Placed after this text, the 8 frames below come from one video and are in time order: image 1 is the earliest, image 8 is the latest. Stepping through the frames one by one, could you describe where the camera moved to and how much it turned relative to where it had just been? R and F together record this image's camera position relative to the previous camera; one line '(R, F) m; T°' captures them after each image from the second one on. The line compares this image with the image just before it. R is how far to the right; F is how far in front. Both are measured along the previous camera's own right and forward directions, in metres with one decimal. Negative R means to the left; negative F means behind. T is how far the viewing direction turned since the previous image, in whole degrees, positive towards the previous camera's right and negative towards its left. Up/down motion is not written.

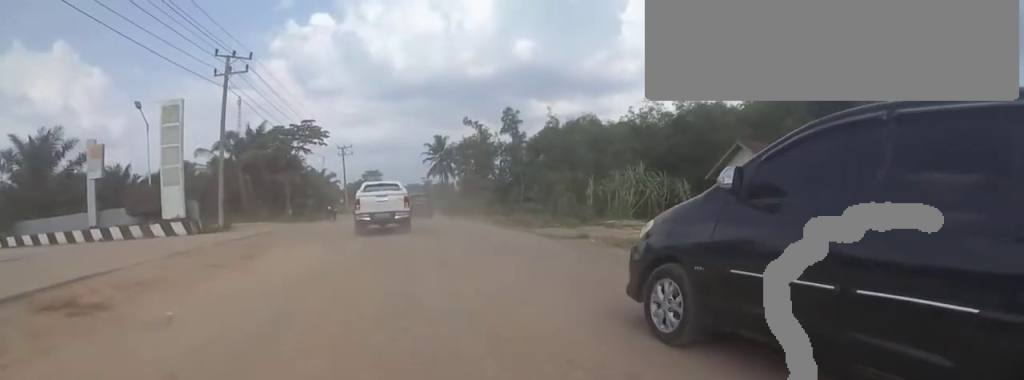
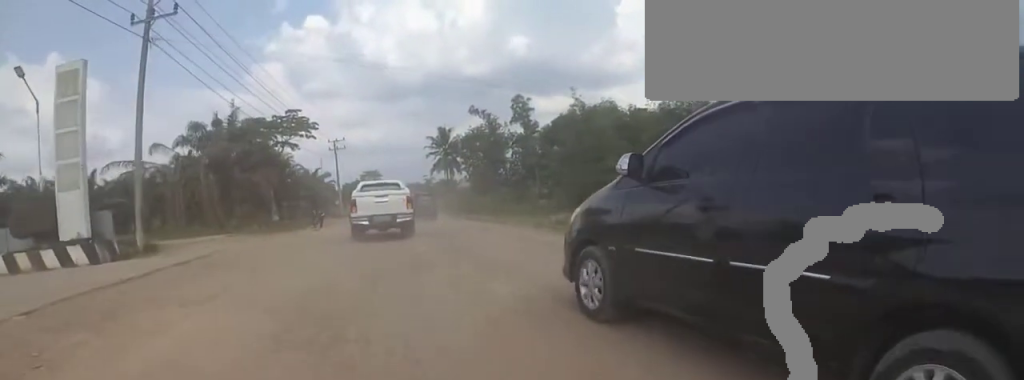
(0.0, +8.1) m; 0°
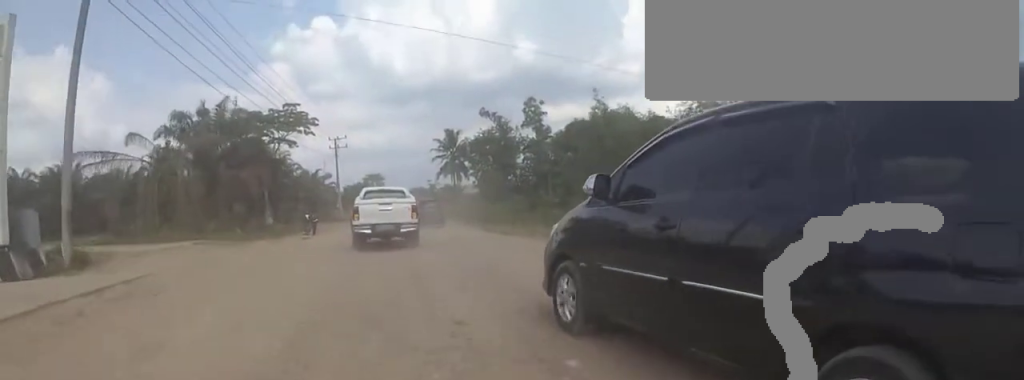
(0.0, +4.0) m; 0°
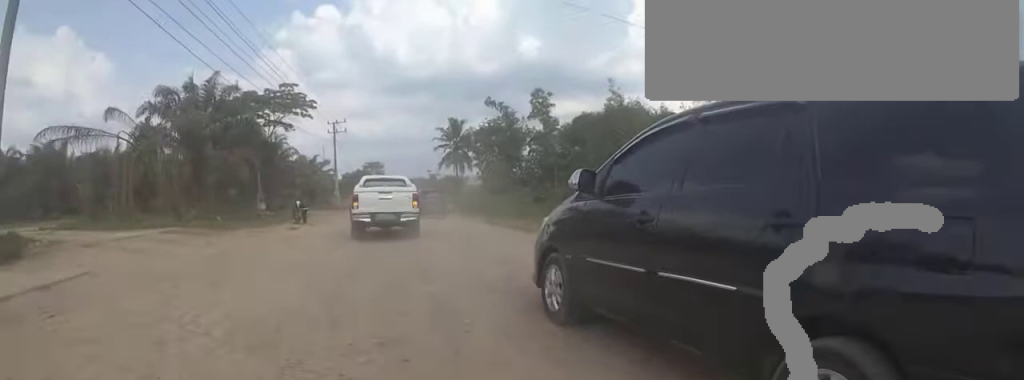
(0.0, +2.5) m; 0°
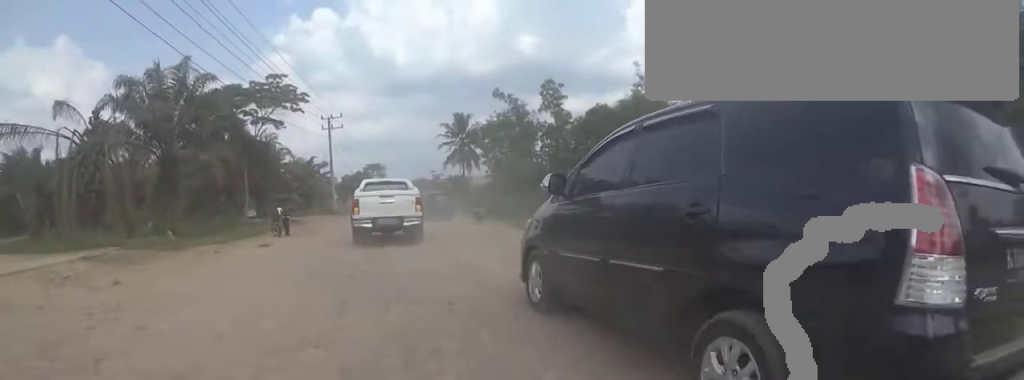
(0.0, +5.1) m; 0°
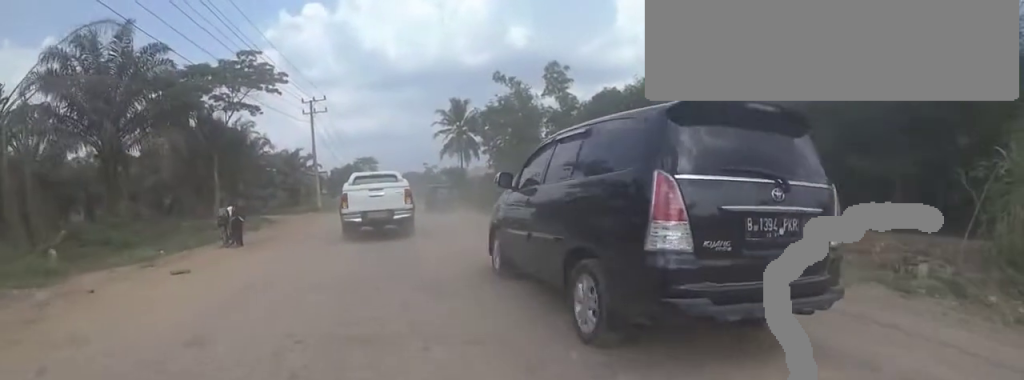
(0.0, +5.7) m; 0°
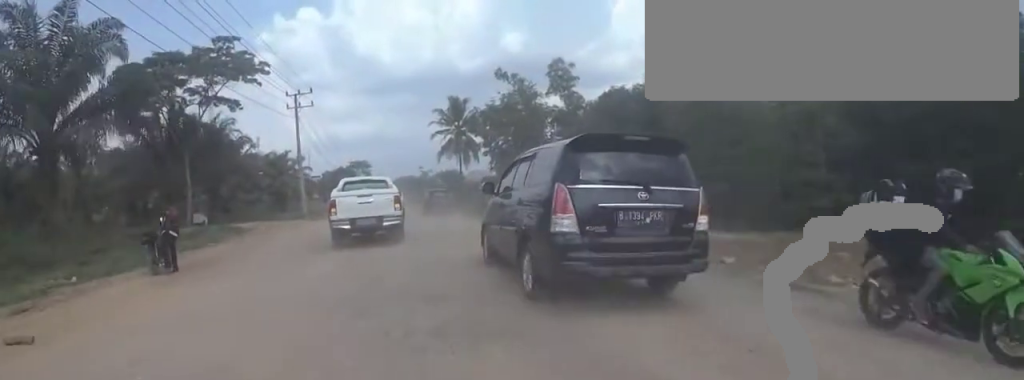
(0.0, +4.4) m; +2°
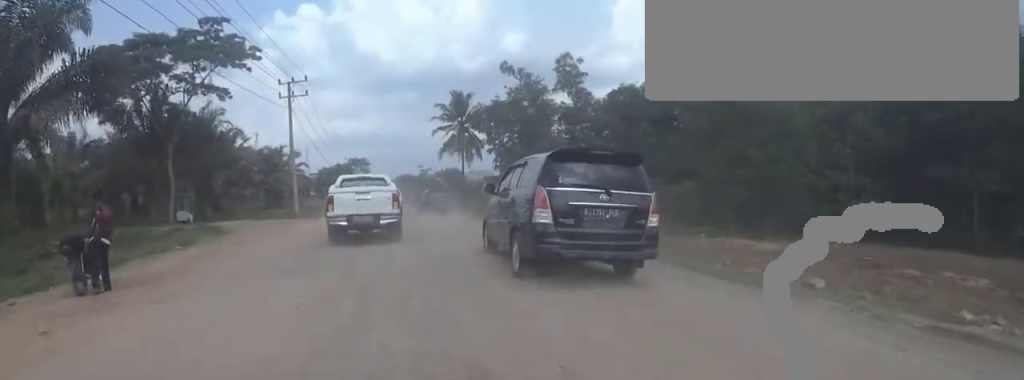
(-0.1, +2.7) m; +2°
